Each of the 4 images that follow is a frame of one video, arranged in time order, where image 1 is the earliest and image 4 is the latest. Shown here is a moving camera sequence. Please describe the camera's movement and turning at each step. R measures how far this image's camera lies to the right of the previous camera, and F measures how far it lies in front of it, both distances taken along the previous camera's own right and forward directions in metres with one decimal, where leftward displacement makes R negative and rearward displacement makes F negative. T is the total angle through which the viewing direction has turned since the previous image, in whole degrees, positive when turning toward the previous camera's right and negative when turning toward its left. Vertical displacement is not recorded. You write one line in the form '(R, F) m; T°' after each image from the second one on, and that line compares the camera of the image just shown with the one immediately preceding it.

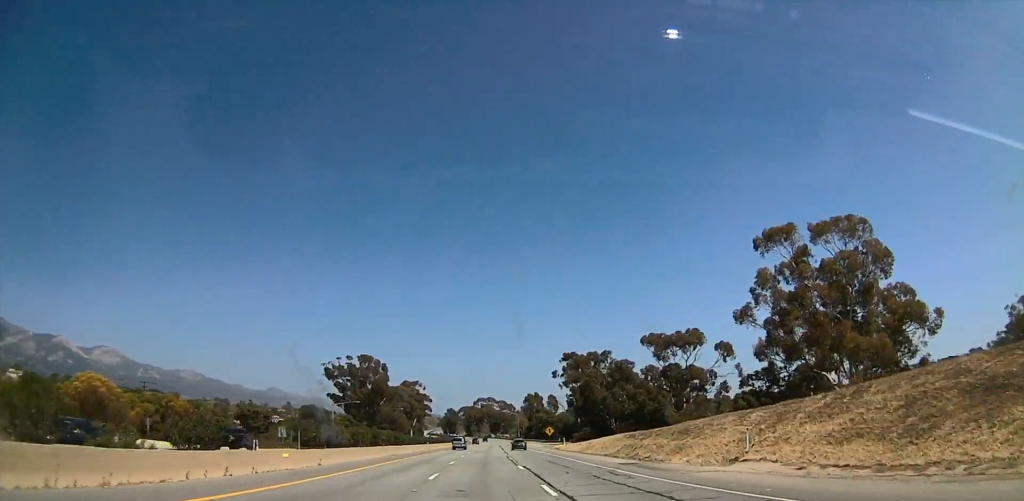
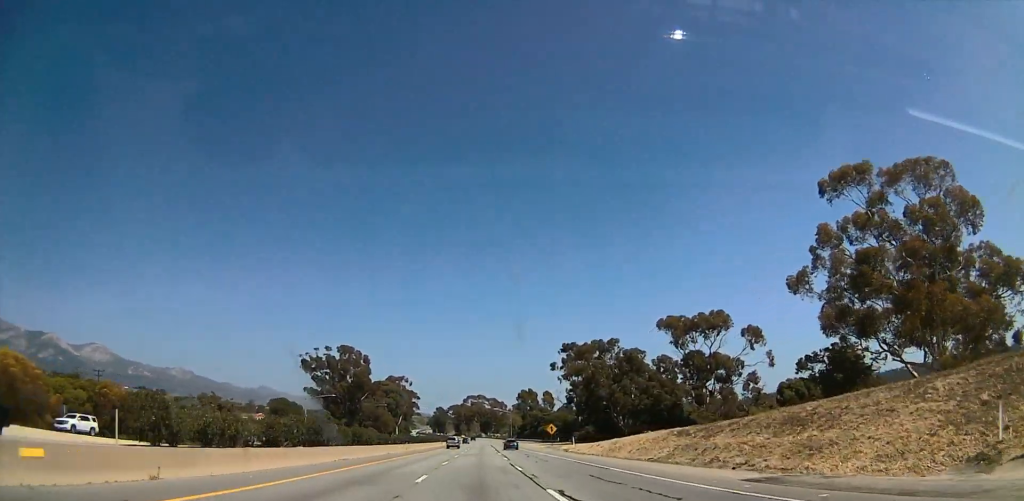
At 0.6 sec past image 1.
(+0.3, +18.0) m; +1°
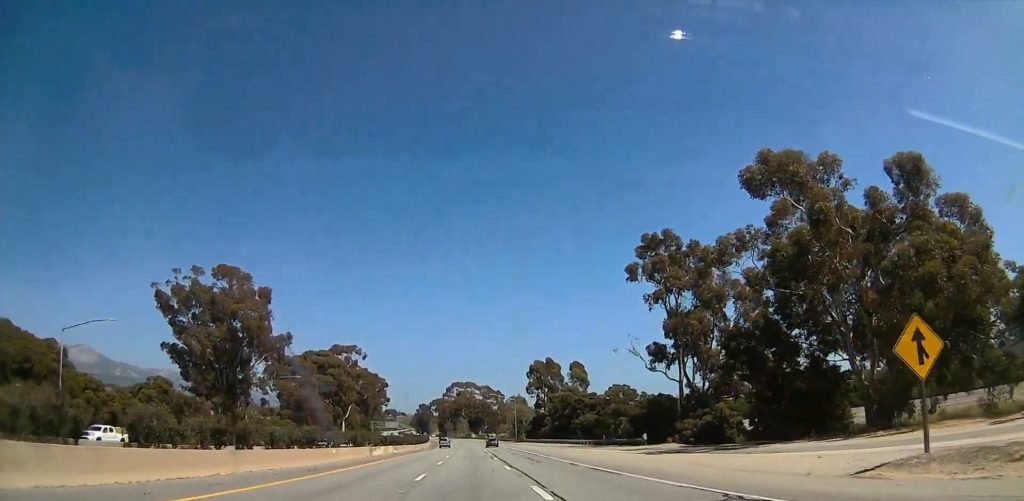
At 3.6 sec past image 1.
(-0.9, +94.3) m; -3°
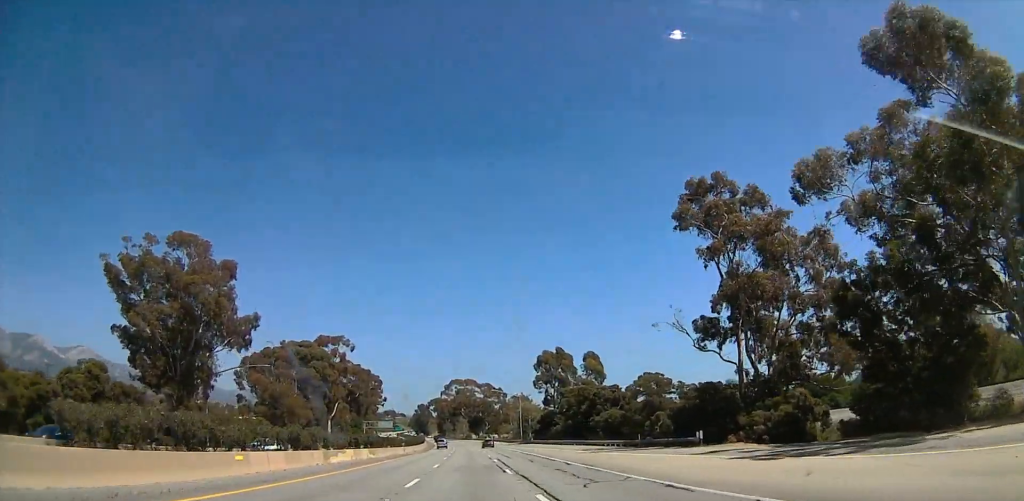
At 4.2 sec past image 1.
(0.0, +18.3) m; 0°
